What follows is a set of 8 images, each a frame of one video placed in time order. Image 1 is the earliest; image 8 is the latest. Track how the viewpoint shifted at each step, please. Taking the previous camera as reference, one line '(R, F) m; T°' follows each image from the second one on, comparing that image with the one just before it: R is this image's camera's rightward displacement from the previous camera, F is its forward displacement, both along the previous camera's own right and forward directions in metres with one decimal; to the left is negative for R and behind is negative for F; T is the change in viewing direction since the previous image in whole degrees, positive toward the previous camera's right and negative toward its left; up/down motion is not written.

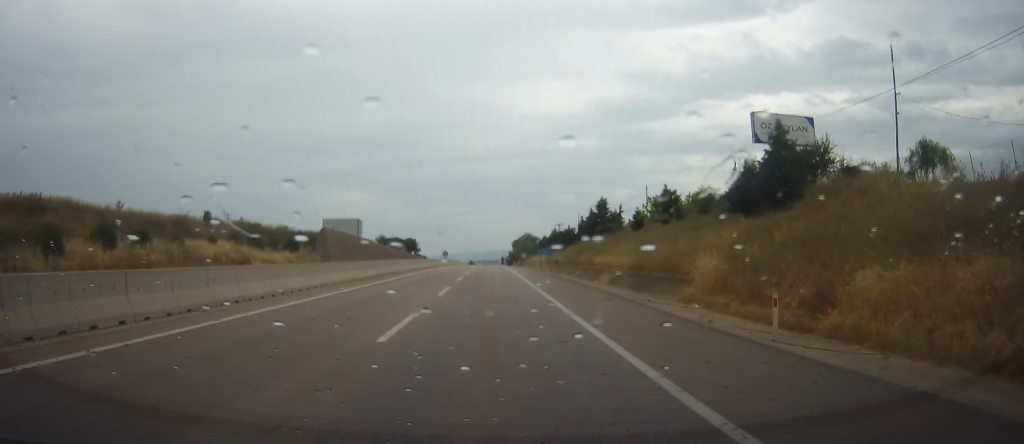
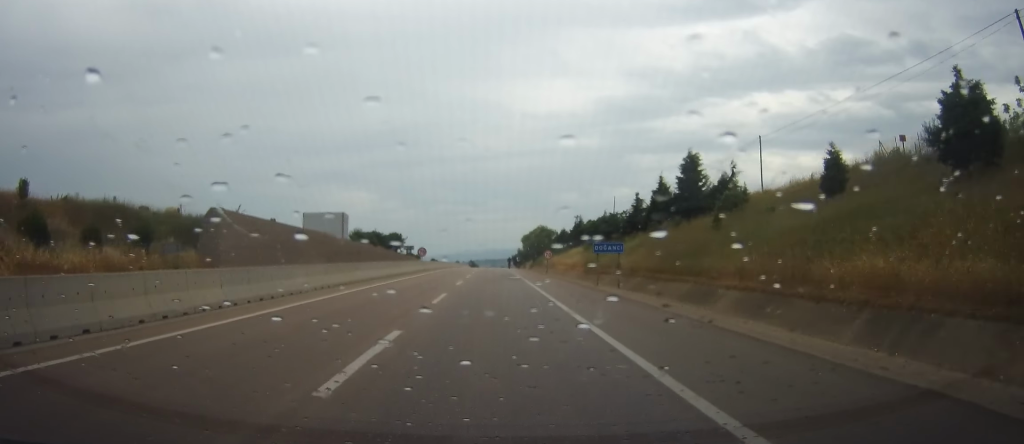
(-0.7, +40.6) m; -1°
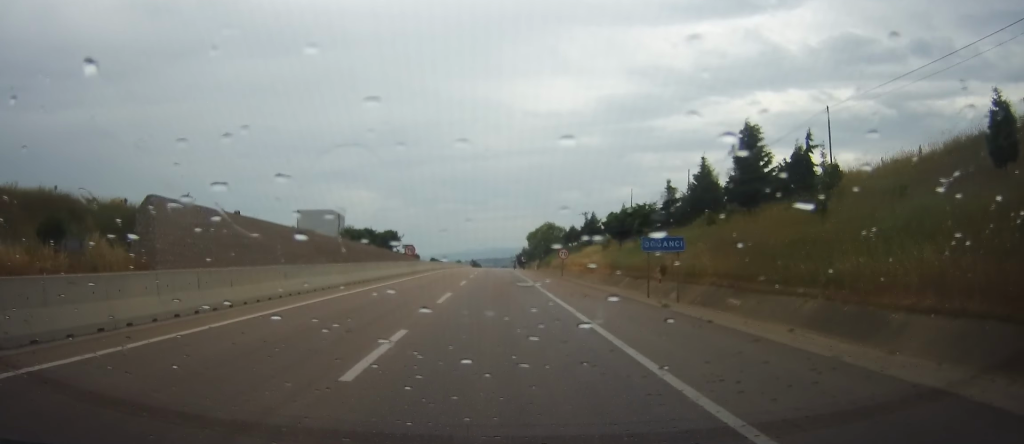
(0.0, +11.7) m; 0°
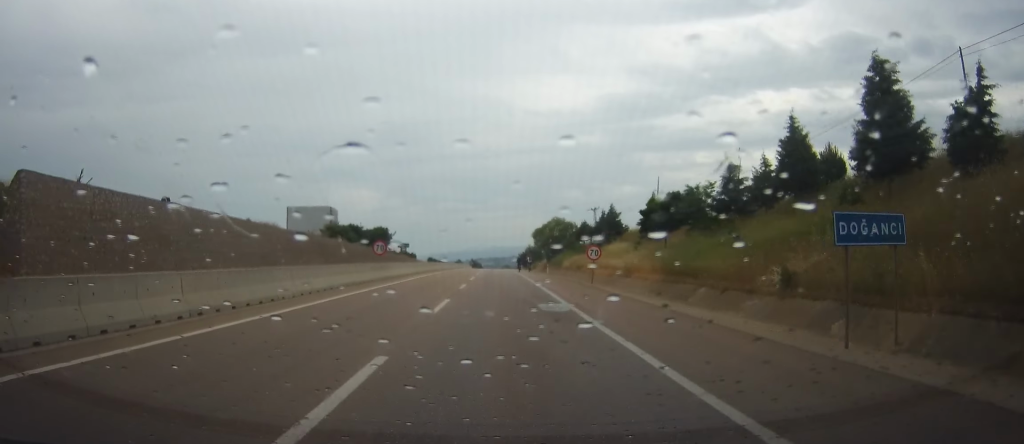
(+0.1, +15.4) m; +1°
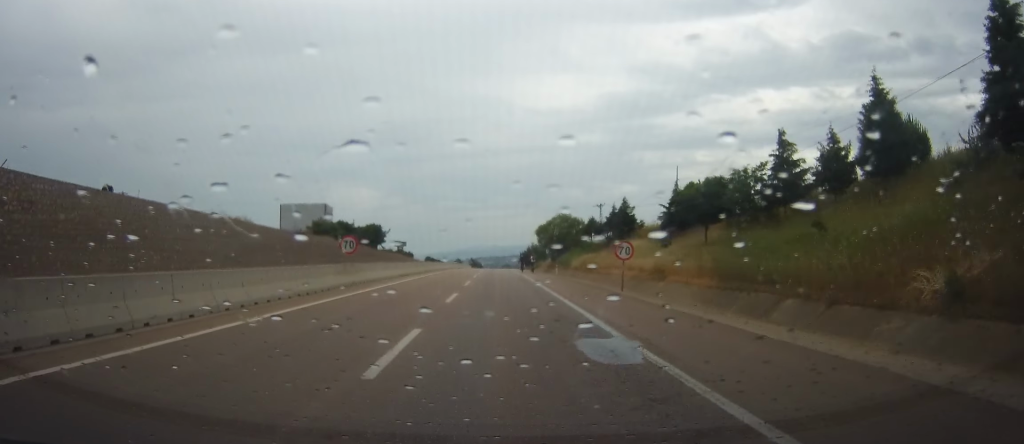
(+0.1, +9.1) m; 0°
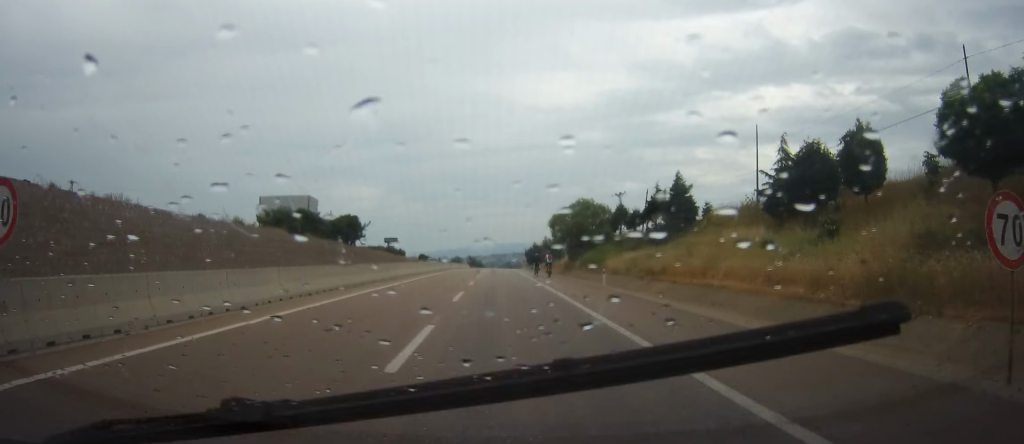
(+0.2, +23.1) m; 0°
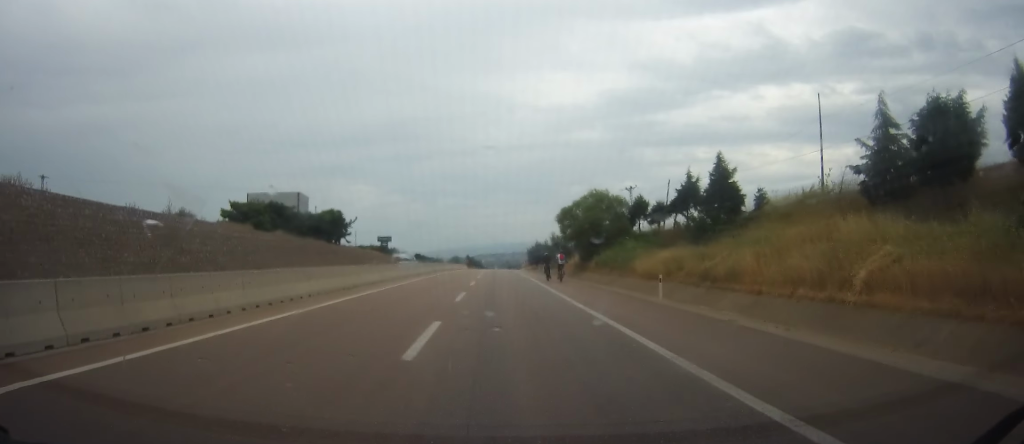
(-0.1, +11.8) m; 0°
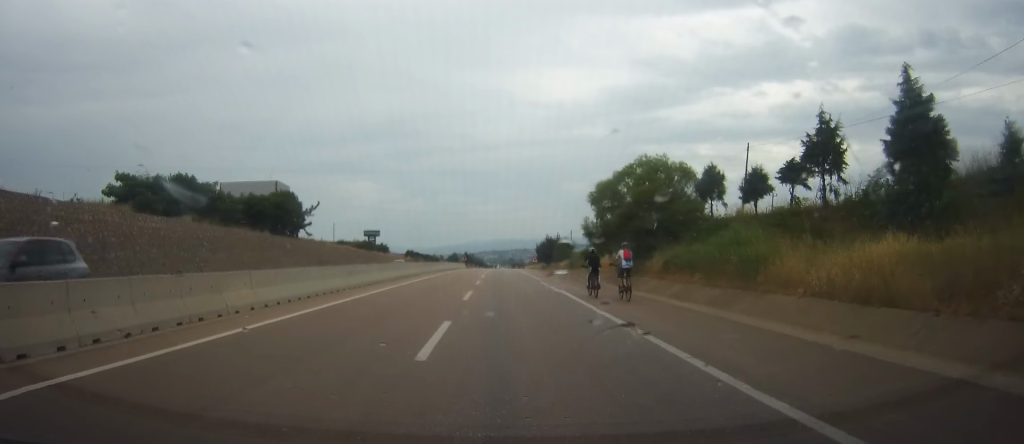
(-0.1, +24.2) m; -1°
